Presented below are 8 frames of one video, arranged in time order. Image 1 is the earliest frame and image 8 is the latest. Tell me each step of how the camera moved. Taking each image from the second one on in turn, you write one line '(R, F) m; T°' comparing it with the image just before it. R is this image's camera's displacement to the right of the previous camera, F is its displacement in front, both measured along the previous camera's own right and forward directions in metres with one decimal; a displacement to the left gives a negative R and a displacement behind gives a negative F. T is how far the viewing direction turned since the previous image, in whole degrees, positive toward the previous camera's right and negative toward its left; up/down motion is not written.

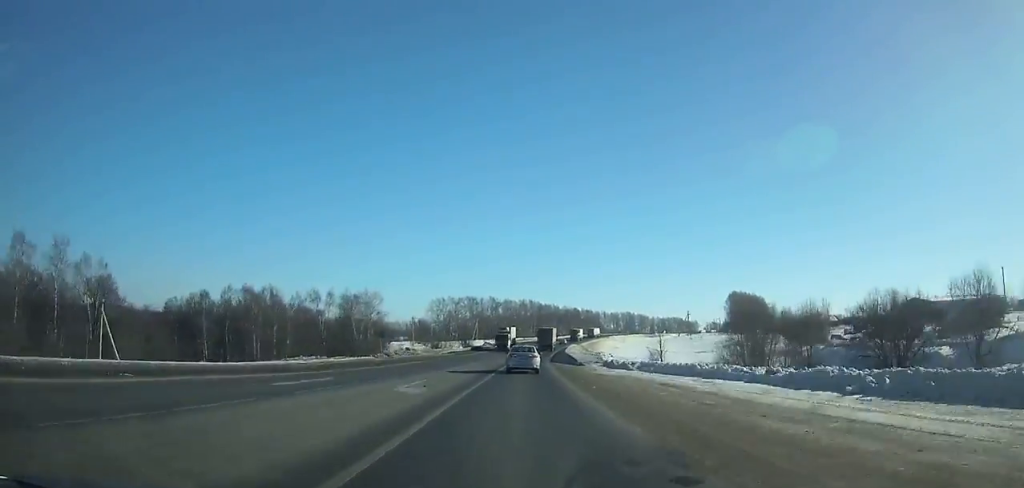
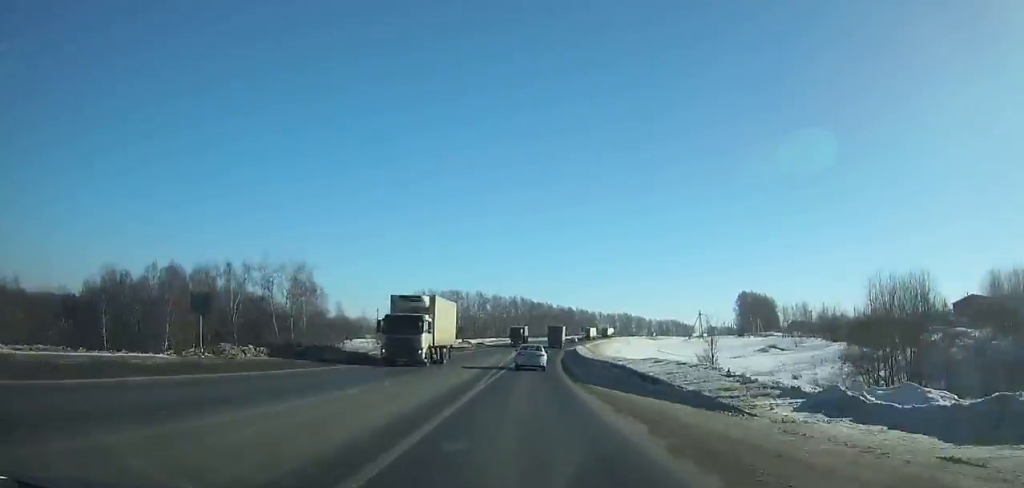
(+0.9, +31.7) m; +2°
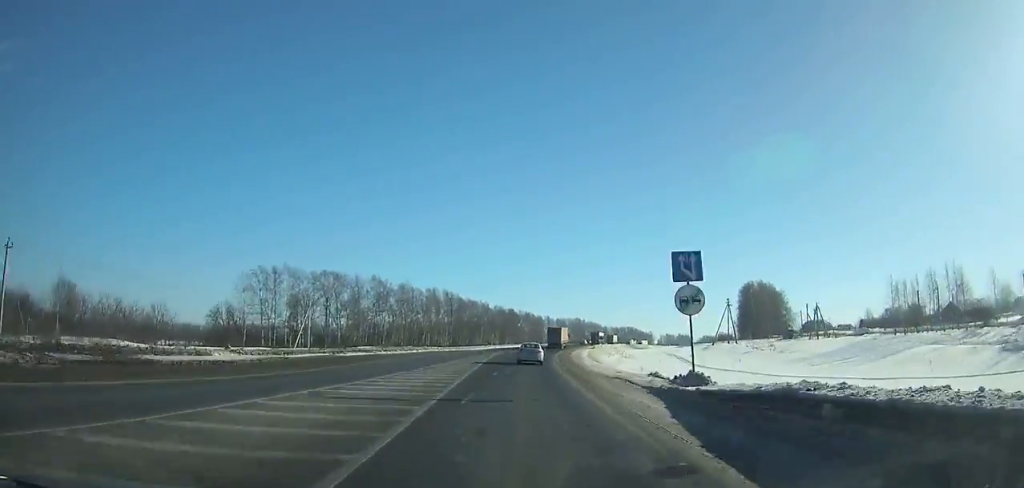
(+4.7, +93.9) m; +6°
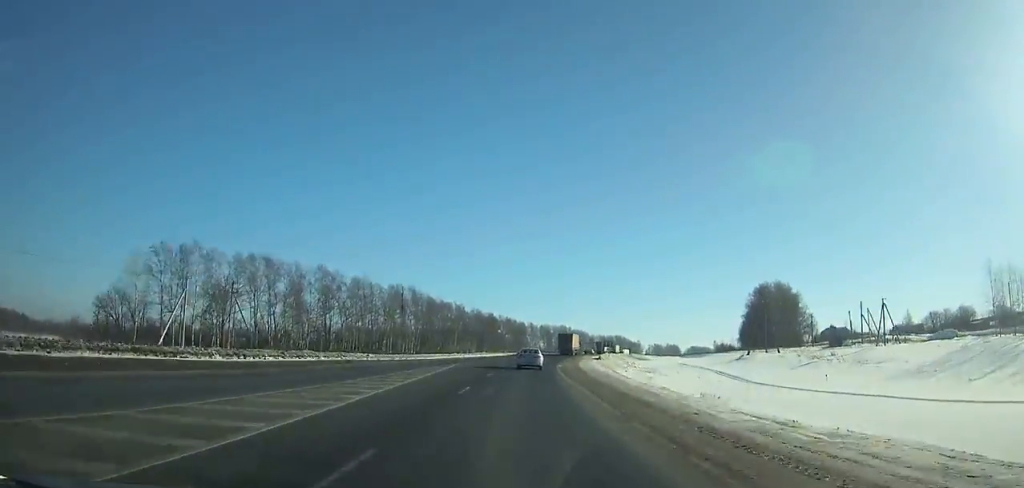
(+1.1, +34.3) m; +3°
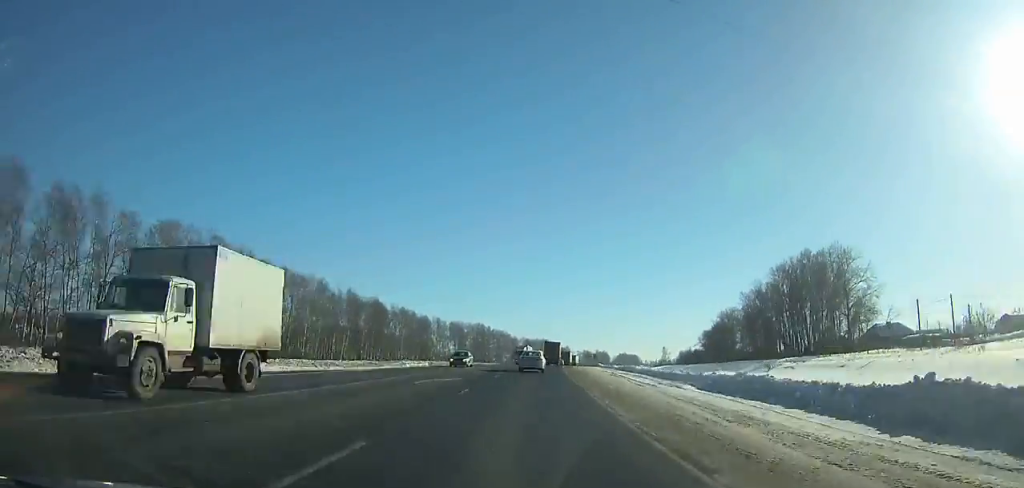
(+4.4, +82.0) m; +6°
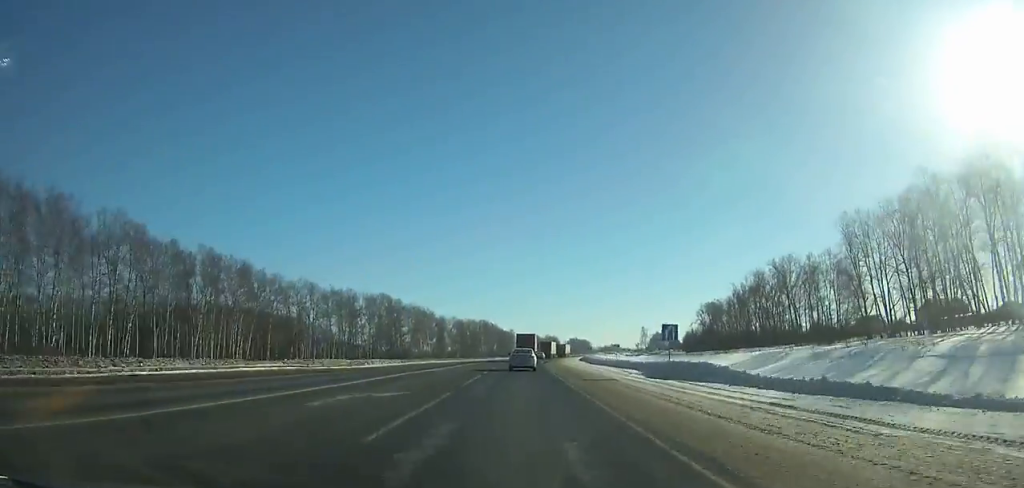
(+5.3, +97.9) m; +5°
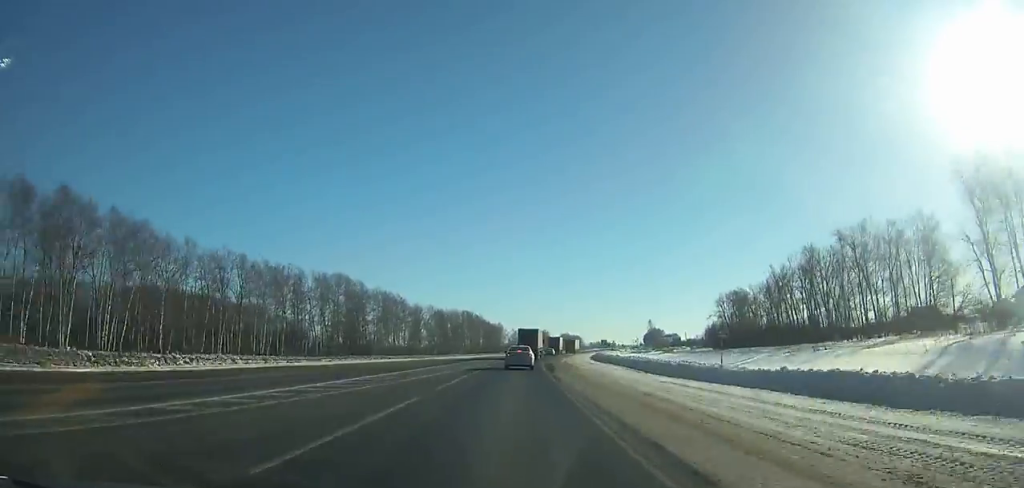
(+0.1, +37.4) m; +2°
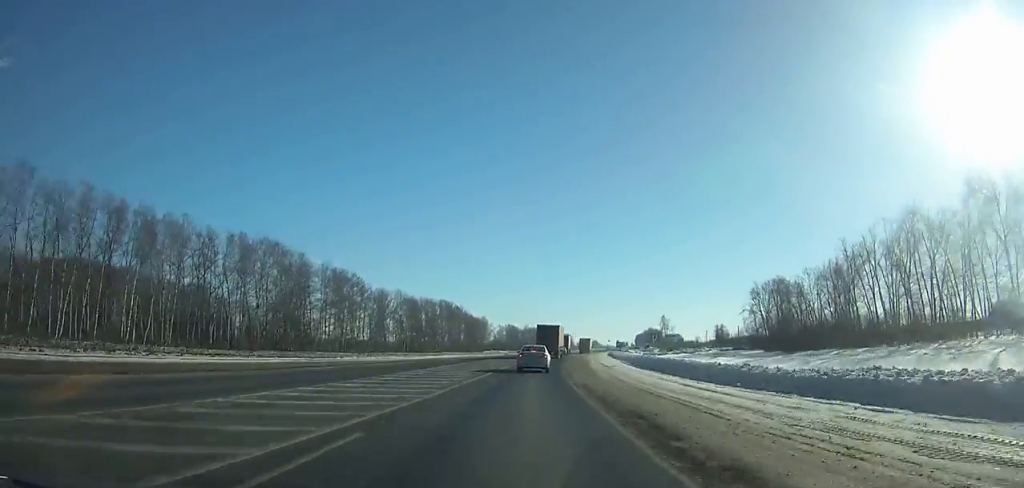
(+1.0, +39.8) m; +3°
